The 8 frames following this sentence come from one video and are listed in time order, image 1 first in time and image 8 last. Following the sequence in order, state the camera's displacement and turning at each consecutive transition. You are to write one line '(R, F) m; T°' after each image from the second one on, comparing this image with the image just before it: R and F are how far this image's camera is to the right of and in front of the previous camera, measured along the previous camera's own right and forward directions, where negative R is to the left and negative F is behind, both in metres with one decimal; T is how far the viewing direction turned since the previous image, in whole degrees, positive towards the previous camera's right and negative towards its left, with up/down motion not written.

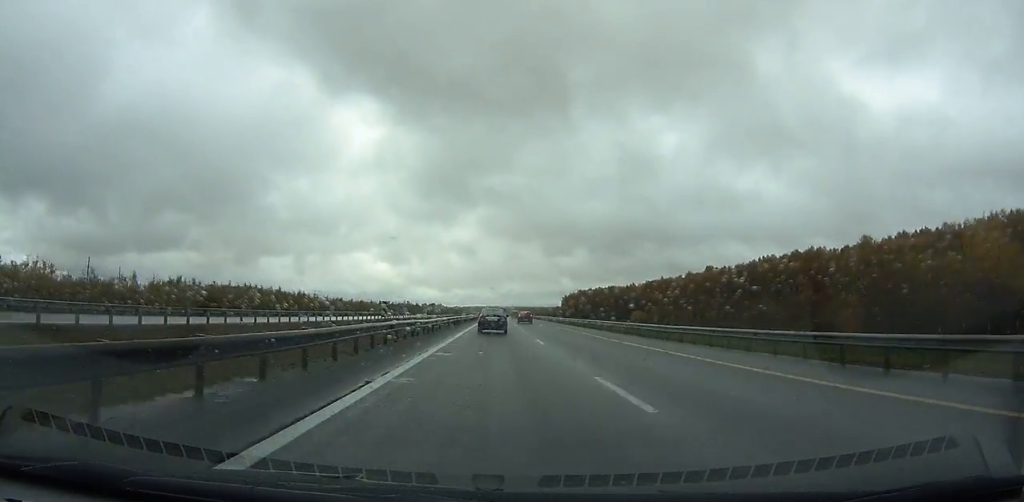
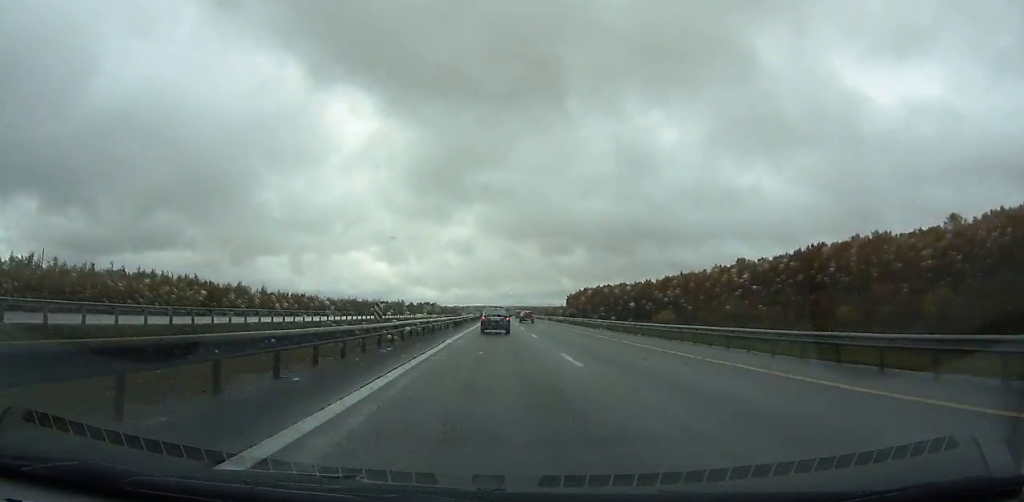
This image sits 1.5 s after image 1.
(+0.1, +40.1) m; 0°
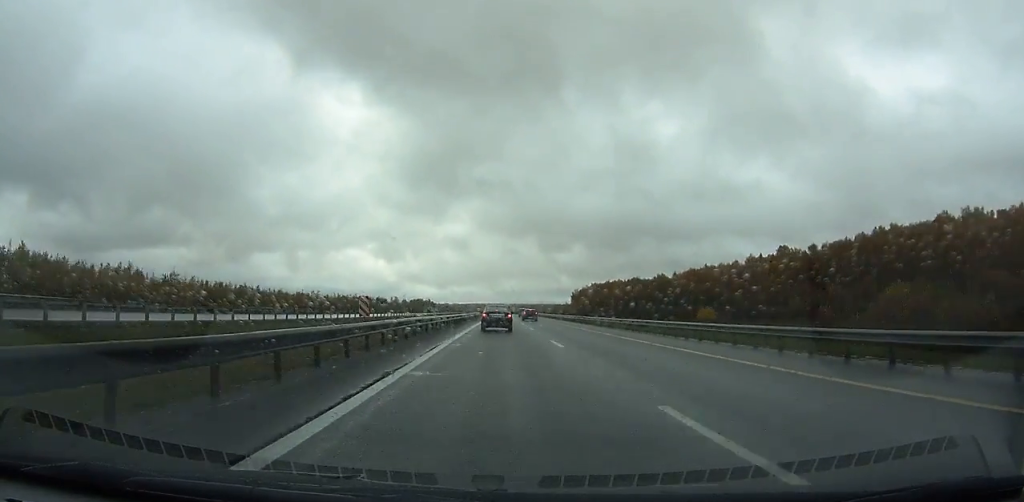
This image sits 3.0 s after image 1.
(-0.1, +40.0) m; 0°
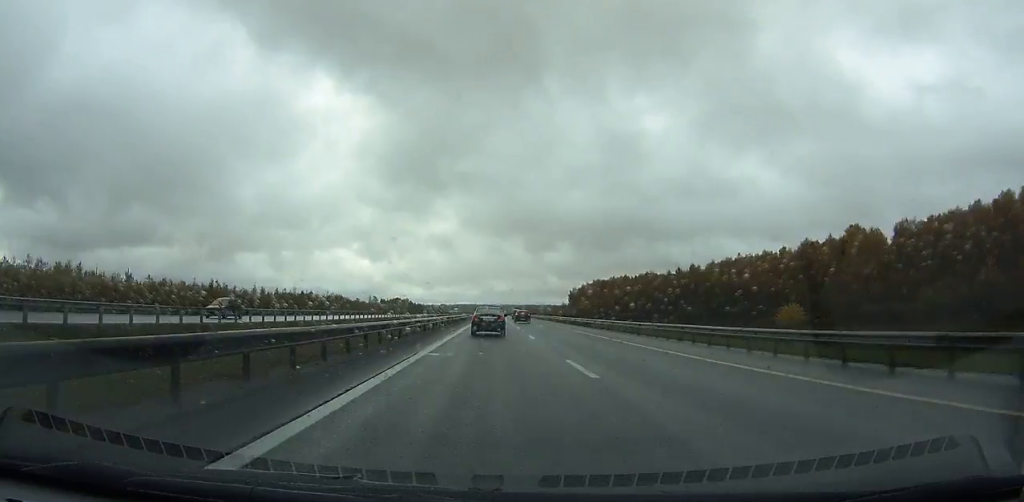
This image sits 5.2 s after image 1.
(+0.4, +56.1) m; 0°
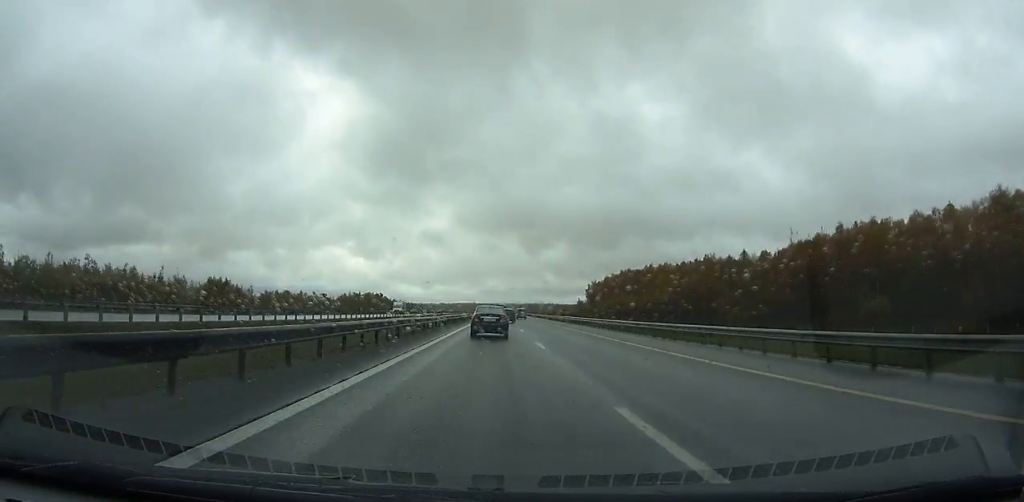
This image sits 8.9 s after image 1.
(+0.4, +90.5) m; 0°
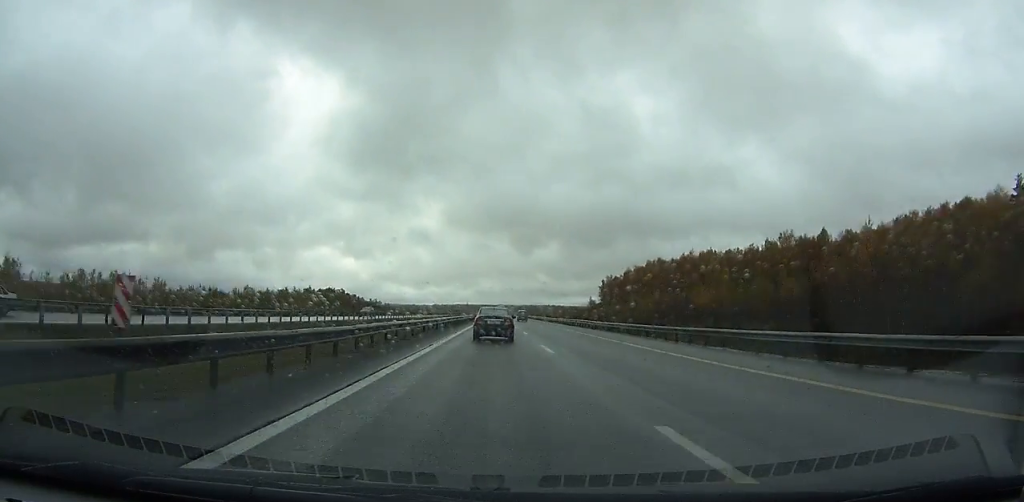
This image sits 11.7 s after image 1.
(0.0, +65.5) m; 0°
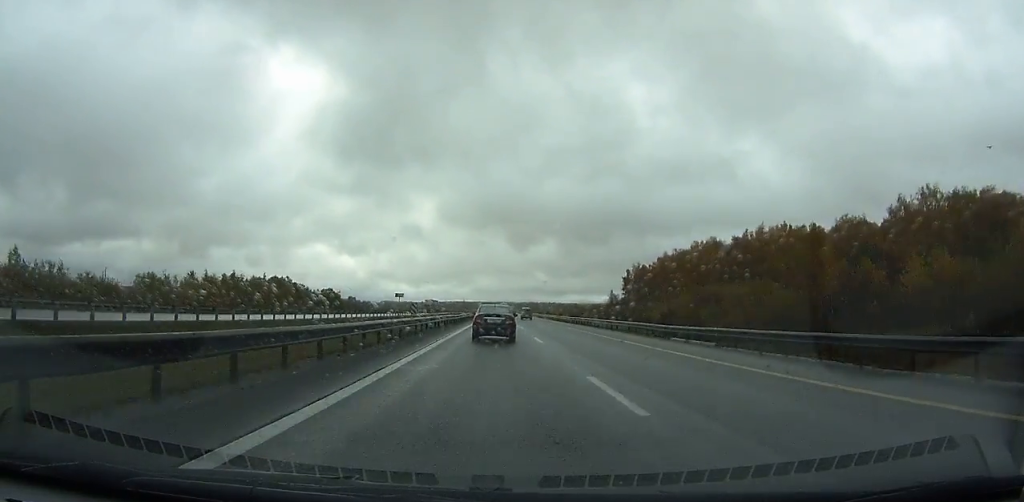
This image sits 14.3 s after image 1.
(+0.3, +59.5) m; 0°
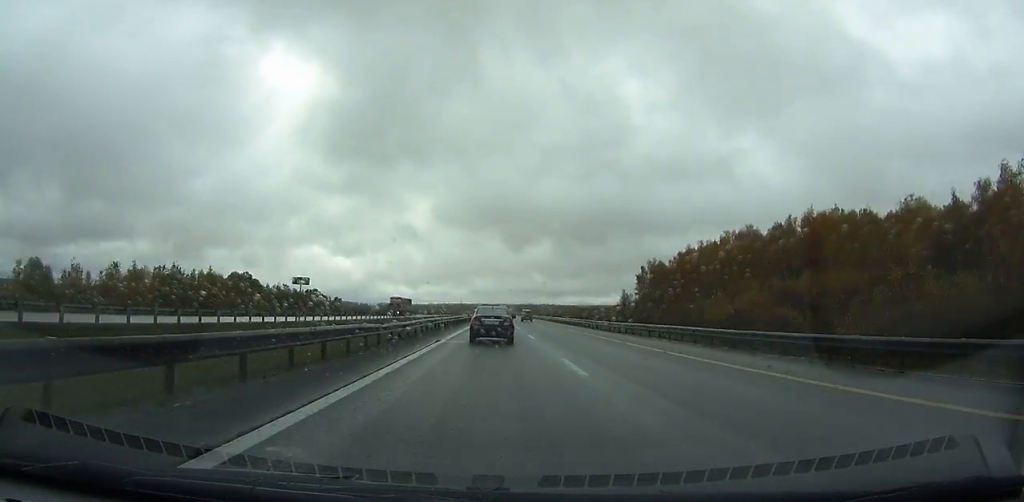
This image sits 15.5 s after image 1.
(0.0, +27.3) m; 0°
